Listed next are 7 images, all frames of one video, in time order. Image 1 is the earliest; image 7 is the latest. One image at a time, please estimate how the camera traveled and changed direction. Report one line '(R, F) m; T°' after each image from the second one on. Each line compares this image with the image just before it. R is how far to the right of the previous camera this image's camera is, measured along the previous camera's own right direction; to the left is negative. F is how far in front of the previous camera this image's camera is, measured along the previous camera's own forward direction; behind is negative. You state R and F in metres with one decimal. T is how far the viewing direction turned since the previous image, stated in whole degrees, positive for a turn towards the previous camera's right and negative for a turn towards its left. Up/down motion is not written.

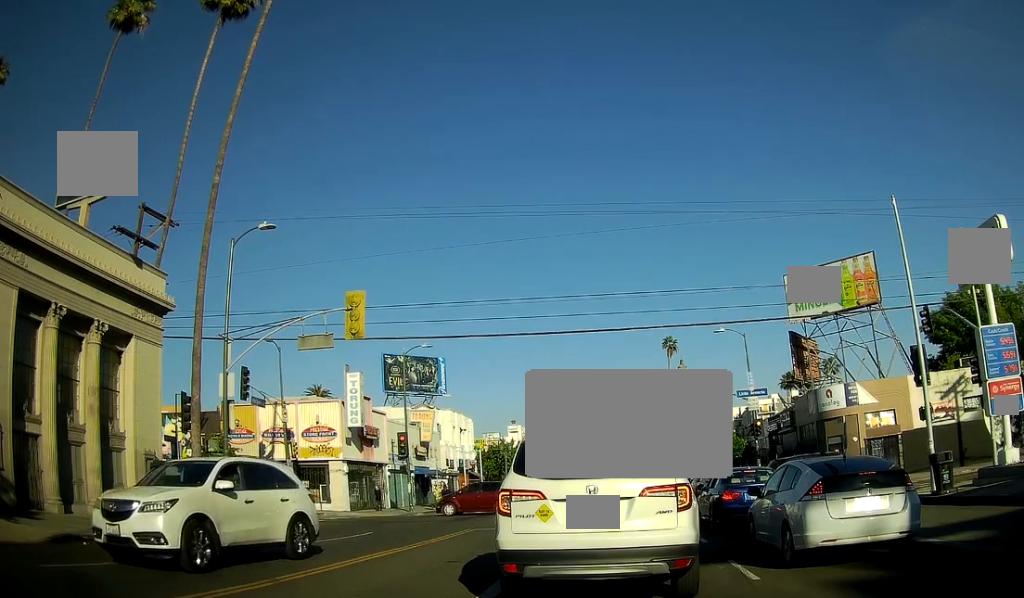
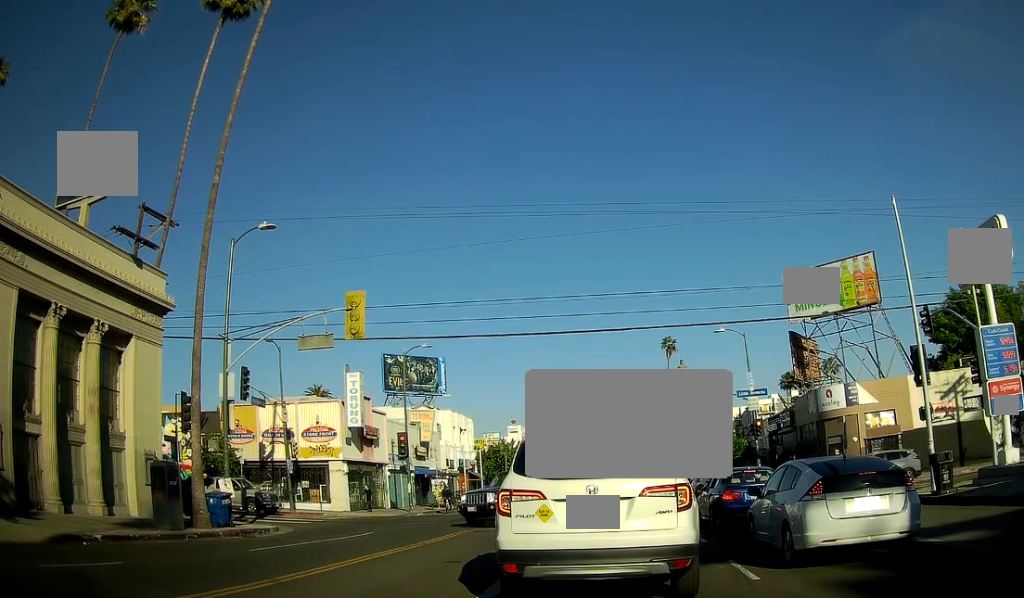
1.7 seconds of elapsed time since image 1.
(0.0, 0.0) m; 0°
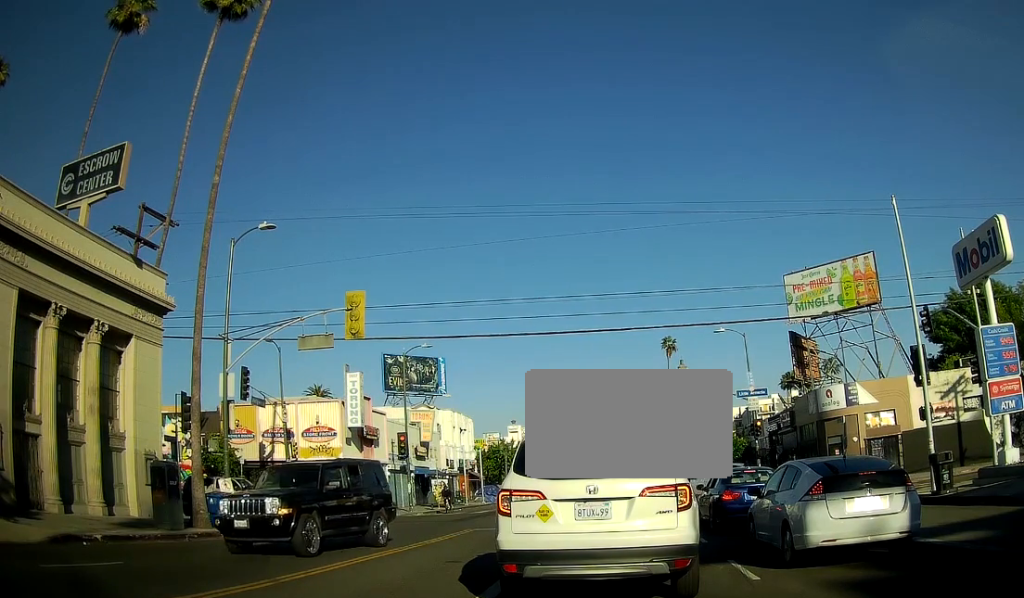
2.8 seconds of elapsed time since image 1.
(0.0, 0.0) m; 0°
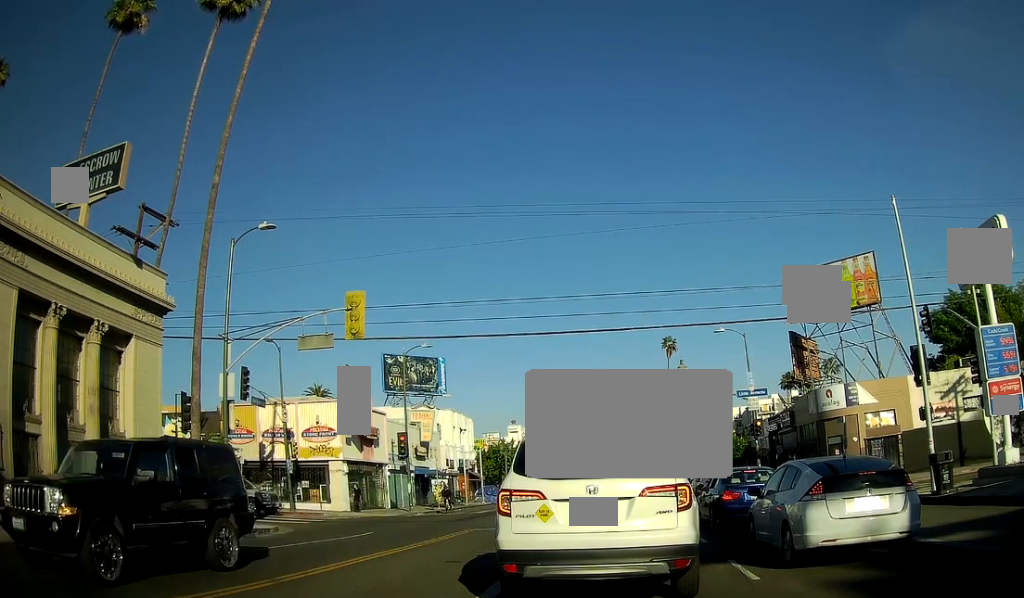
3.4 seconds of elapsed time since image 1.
(0.0, 0.0) m; 0°
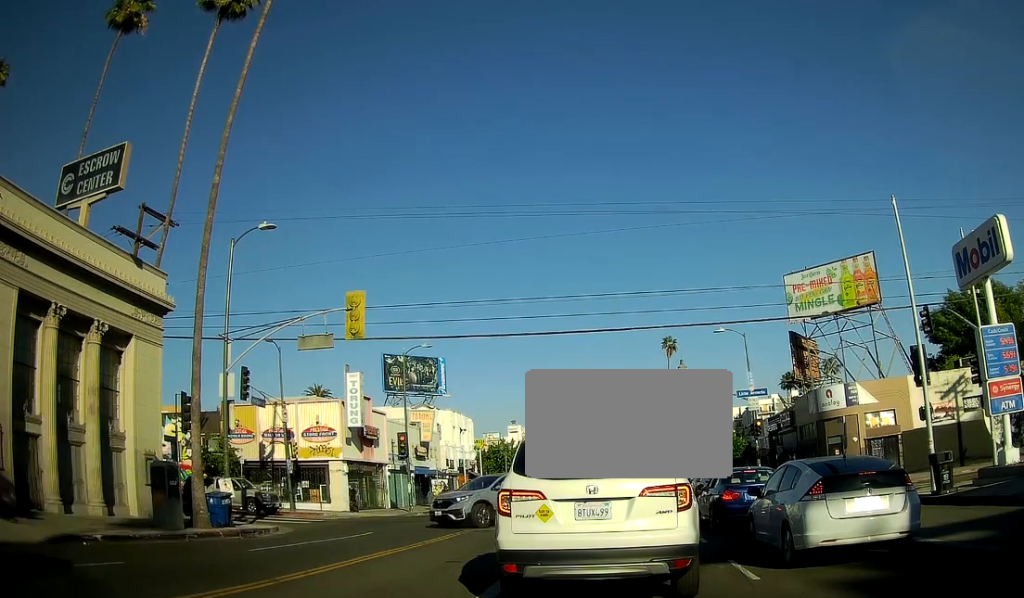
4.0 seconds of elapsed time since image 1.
(0.0, 0.0) m; 0°
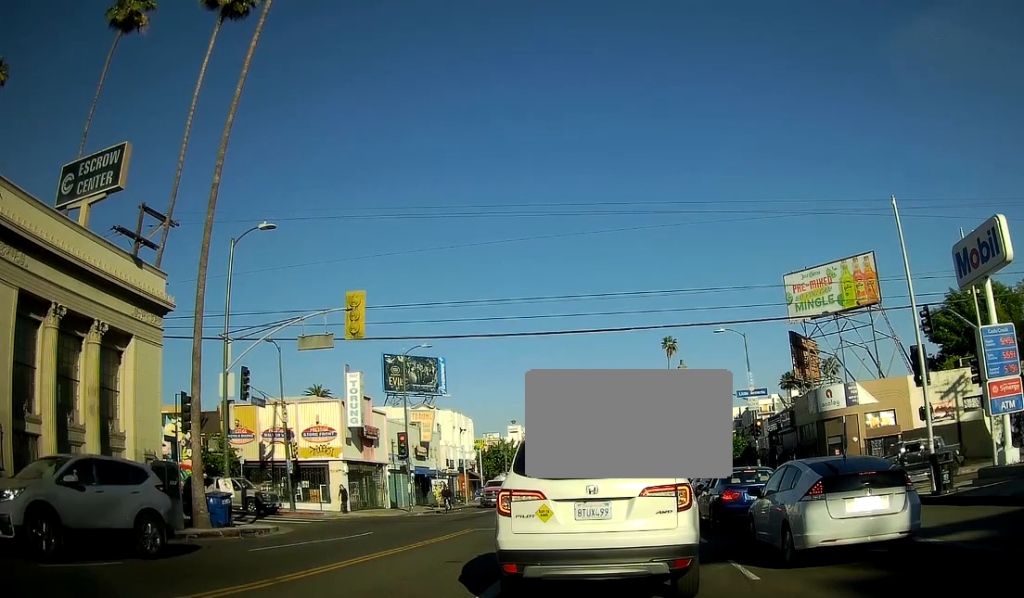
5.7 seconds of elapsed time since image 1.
(0.0, 0.0) m; 0°
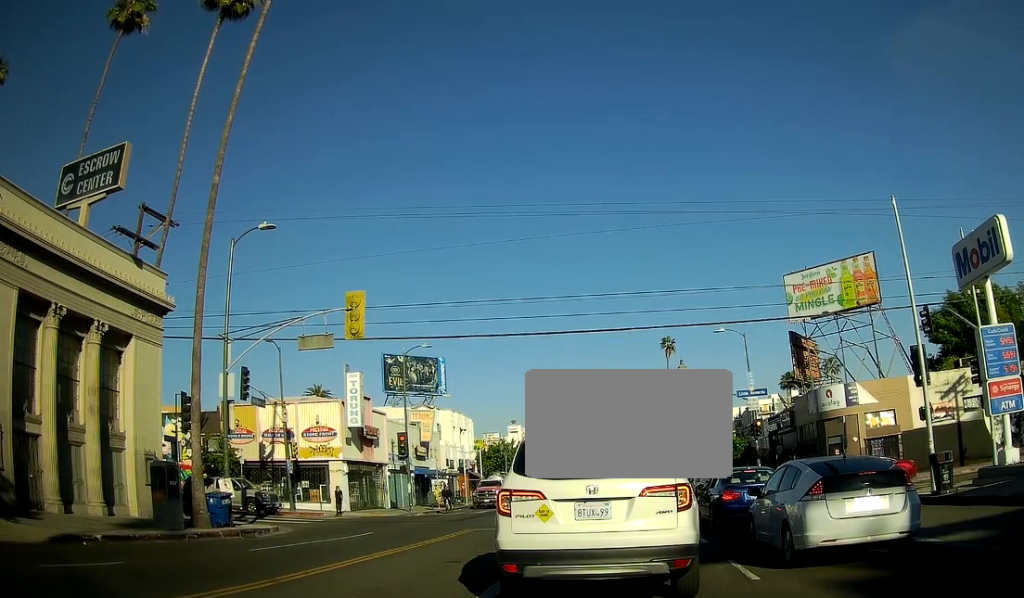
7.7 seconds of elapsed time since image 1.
(0.0, 0.0) m; 0°
